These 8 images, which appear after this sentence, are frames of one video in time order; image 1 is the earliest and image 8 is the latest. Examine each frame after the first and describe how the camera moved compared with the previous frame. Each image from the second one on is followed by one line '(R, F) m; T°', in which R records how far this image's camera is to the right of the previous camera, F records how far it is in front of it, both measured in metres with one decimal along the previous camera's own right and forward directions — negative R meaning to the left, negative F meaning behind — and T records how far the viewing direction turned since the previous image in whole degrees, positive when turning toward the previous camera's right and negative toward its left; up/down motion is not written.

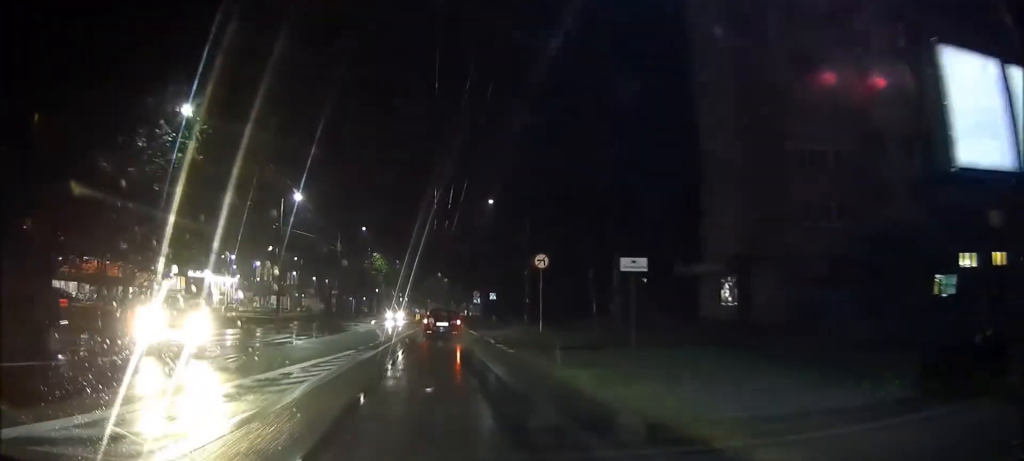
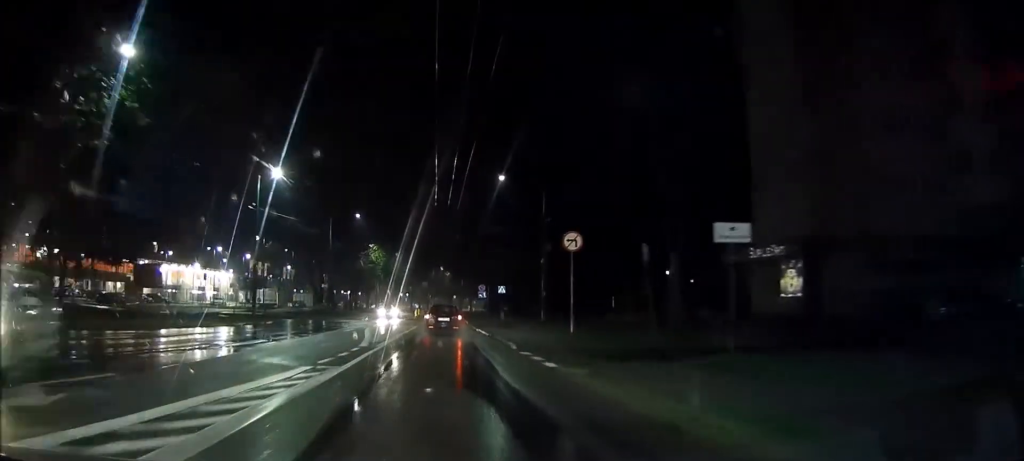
(+0.1, +8.1) m; 0°
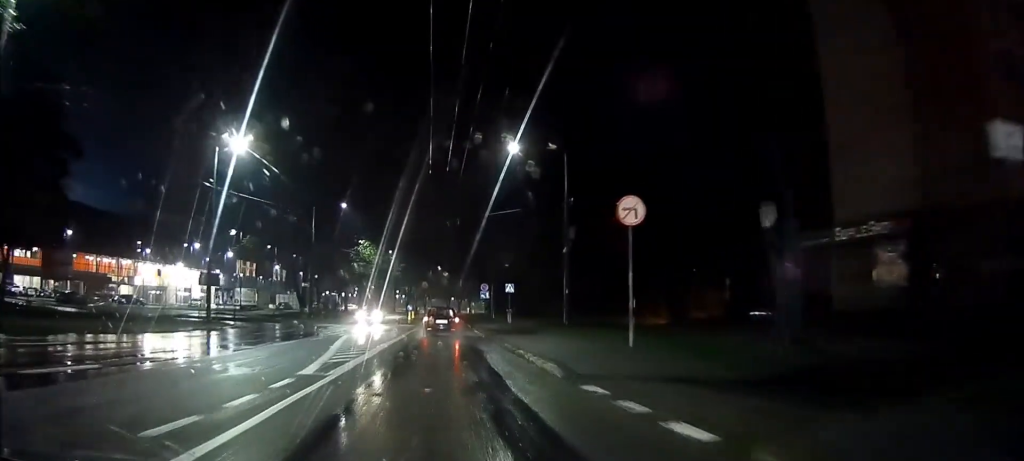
(0.0, +9.3) m; 0°
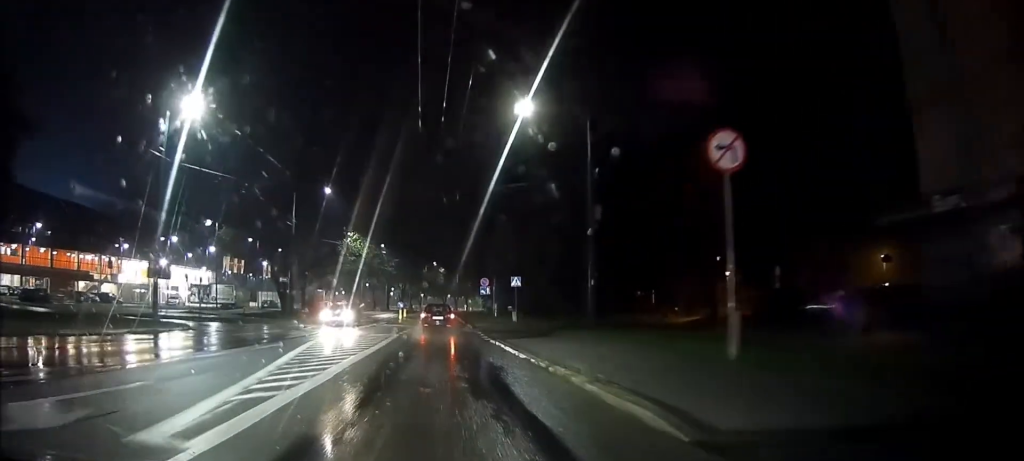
(-0.1, +7.4) m; -1°
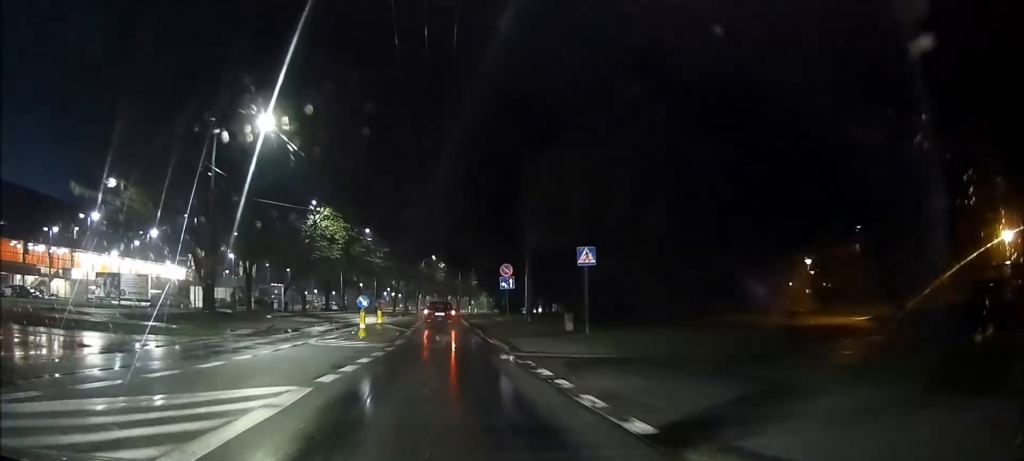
(+0.2, +23.3) m; 0°
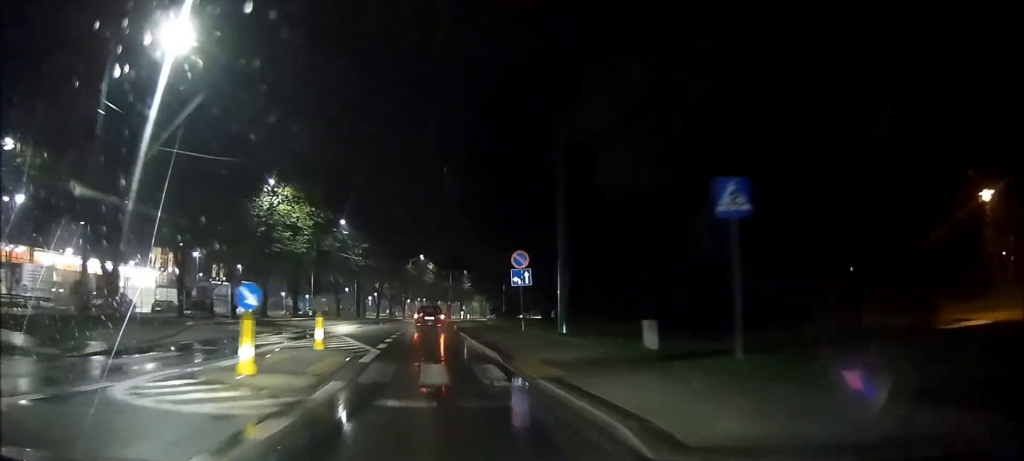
(-0.1, +13.5) m; -1°
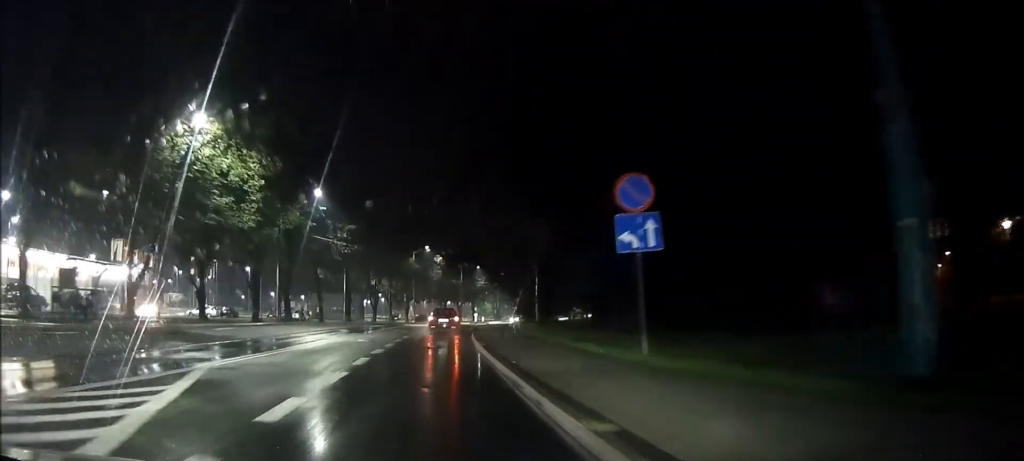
(+0.2, +19.1) m; +2°
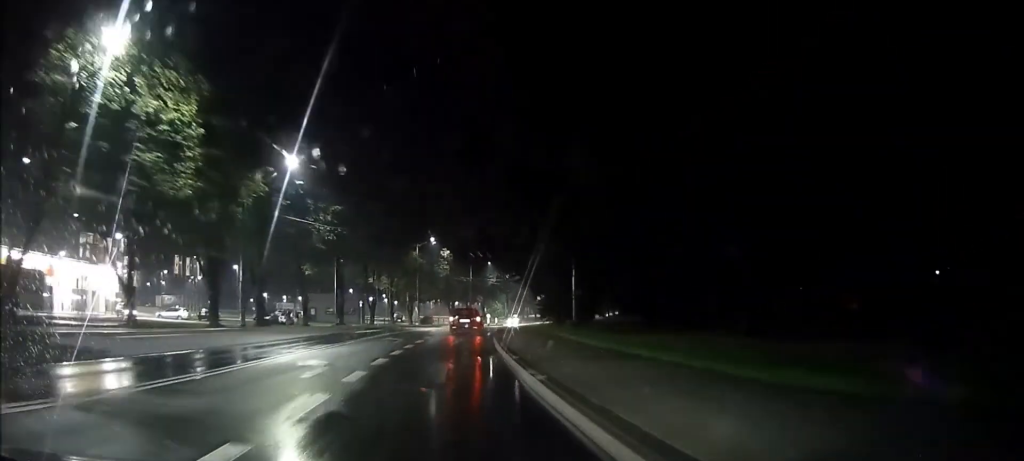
(+0.2, +11.9) m; +1°
